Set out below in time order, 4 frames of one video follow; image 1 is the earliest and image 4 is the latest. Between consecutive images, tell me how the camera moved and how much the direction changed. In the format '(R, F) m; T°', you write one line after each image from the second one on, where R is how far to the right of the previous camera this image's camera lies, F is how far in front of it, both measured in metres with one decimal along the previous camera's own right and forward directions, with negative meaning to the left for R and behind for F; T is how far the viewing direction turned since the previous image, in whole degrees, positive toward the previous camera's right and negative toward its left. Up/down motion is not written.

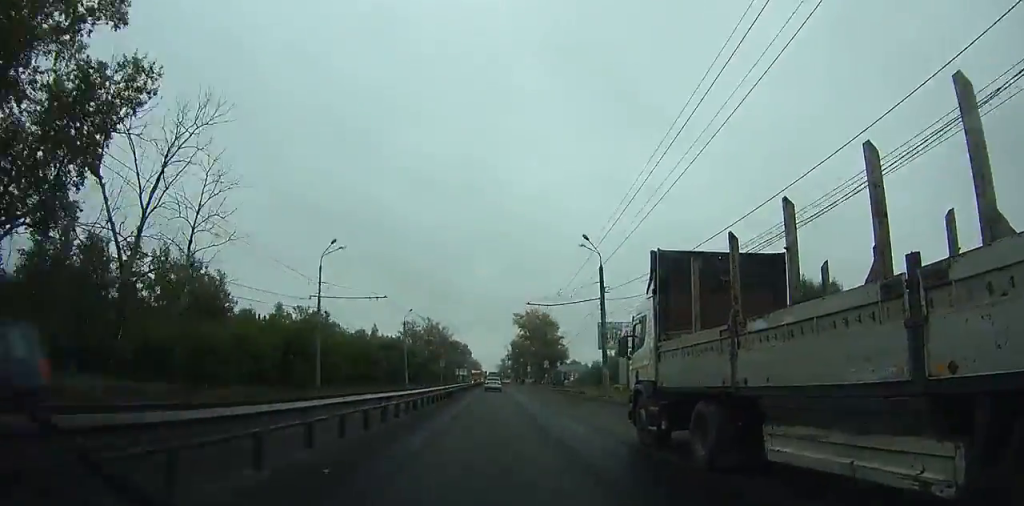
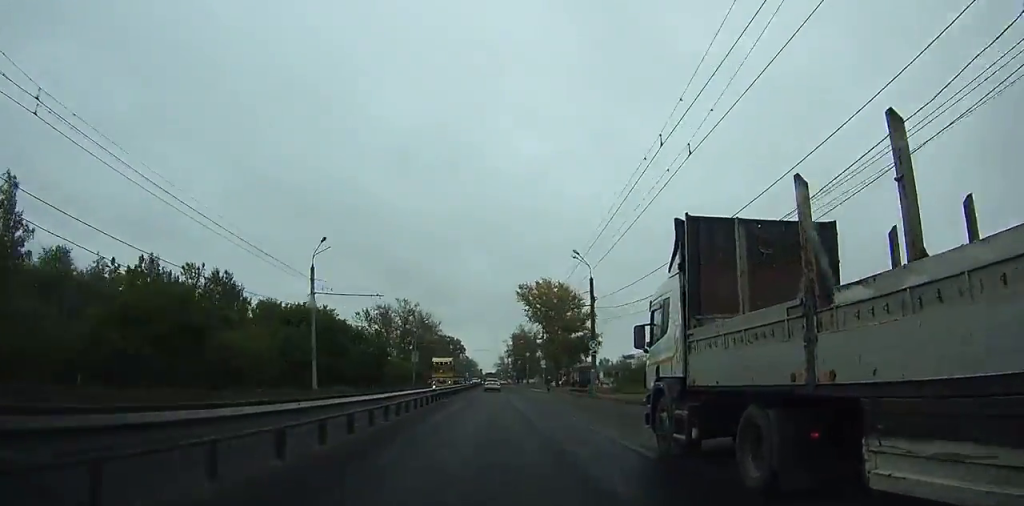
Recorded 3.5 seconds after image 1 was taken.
(-0.2, +46.8) m; 0°
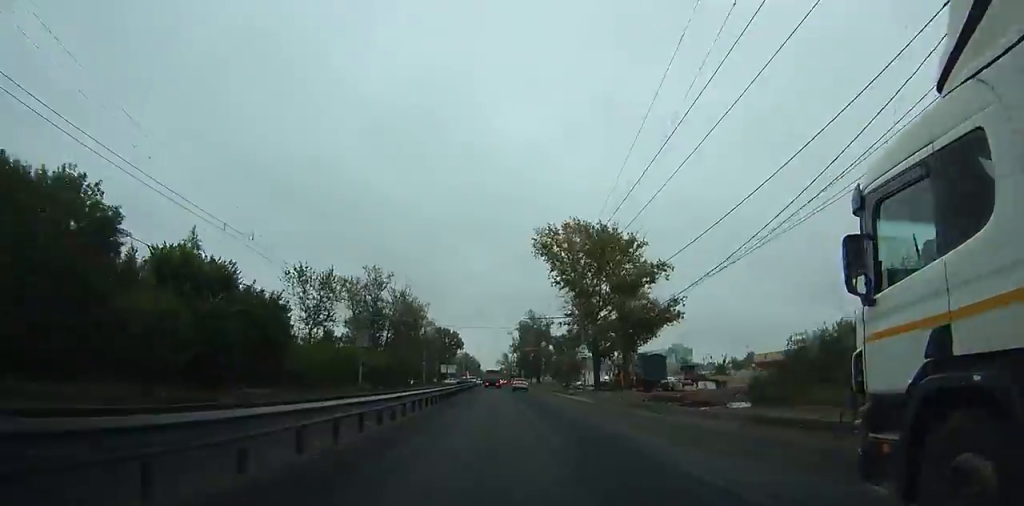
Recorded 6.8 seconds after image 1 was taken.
(+0.1, +42.0) m; 0°
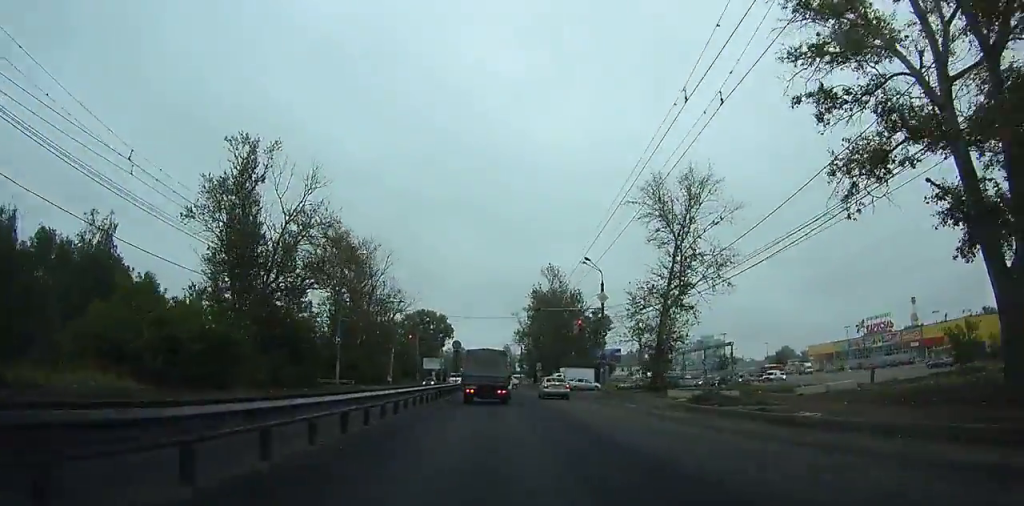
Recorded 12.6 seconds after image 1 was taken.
(-0.1, +61.1) m; -1°
